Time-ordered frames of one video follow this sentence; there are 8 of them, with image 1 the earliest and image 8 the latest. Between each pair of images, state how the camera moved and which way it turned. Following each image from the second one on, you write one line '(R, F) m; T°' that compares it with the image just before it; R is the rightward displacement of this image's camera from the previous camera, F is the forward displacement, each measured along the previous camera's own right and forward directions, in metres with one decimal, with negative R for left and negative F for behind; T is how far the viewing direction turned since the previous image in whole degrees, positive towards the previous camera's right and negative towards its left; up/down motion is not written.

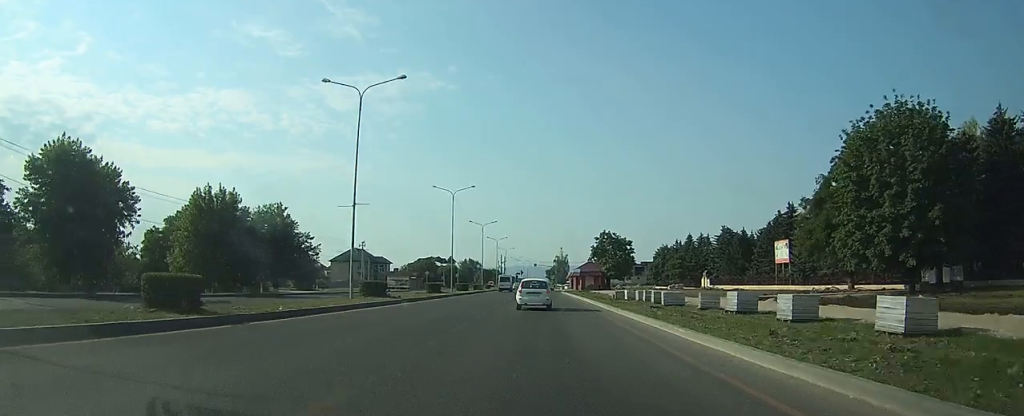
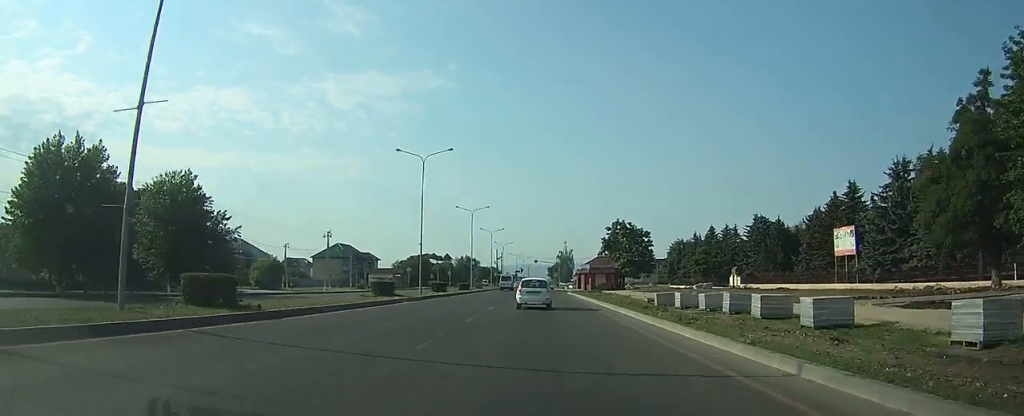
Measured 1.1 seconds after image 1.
(0.0, +18.5) m; 0°
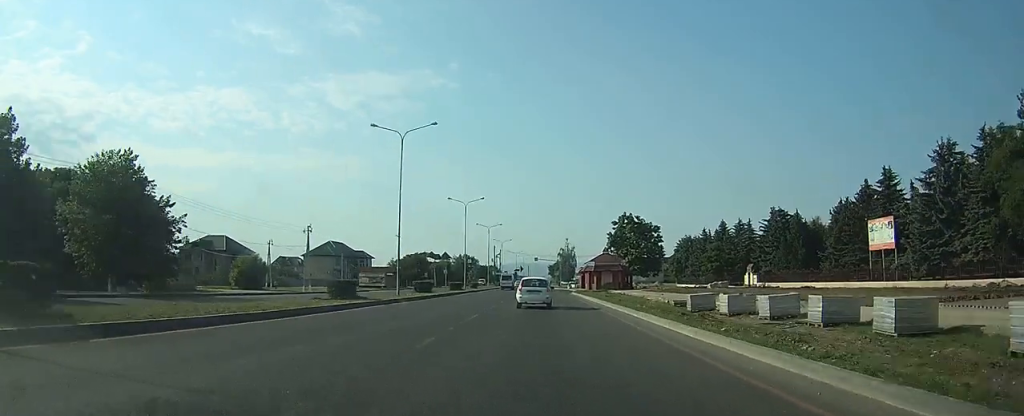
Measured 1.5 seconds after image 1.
(0.0, +7.9) m; 0°
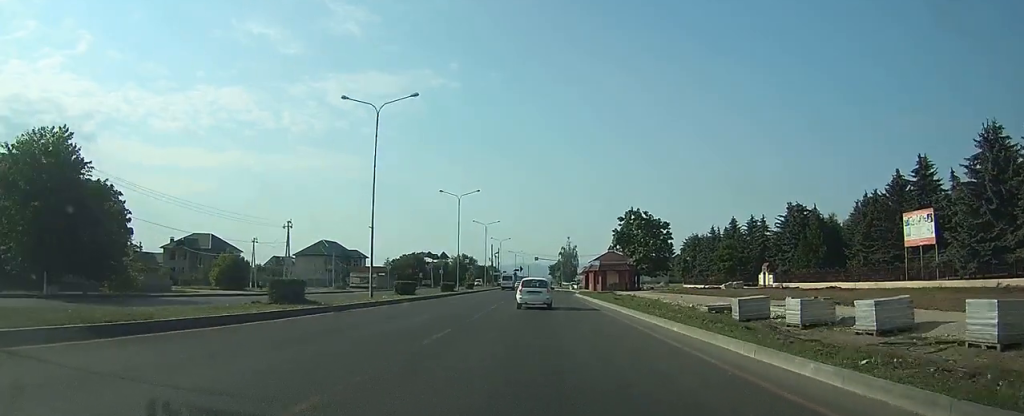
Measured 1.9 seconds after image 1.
(0.0, +6.8) m; 0°
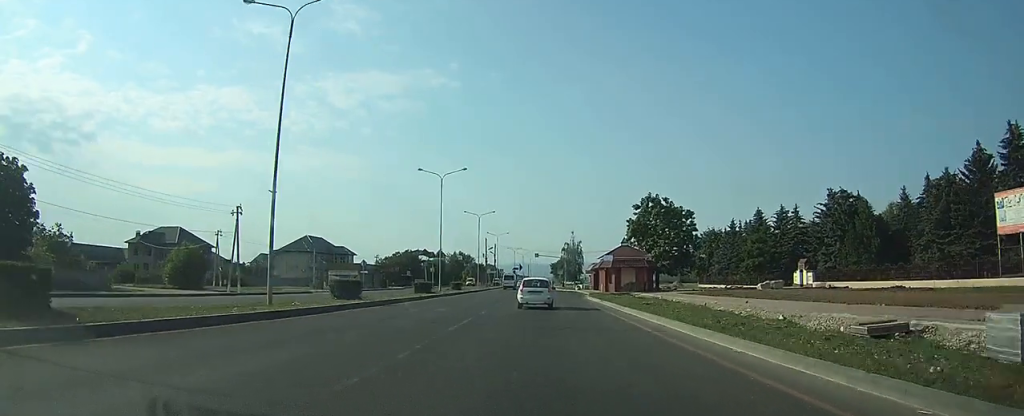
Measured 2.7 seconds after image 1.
(0.0, +13.4) m; 0°
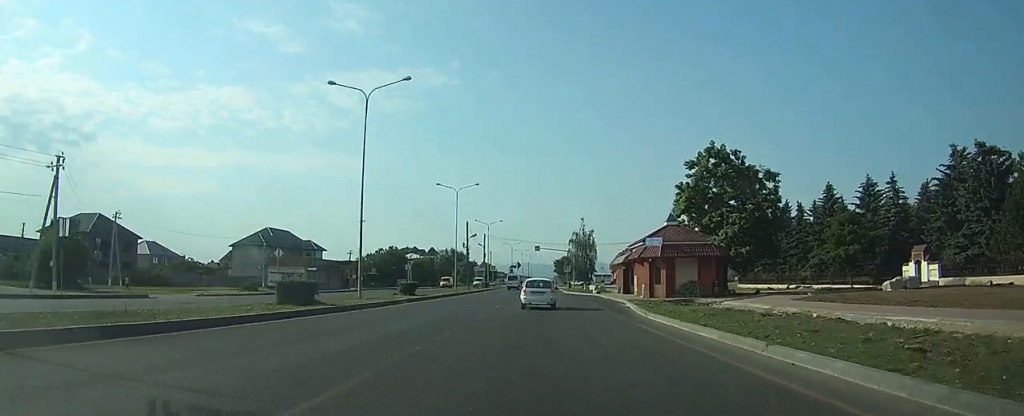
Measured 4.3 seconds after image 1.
(0.0, +26.3) m; 0°
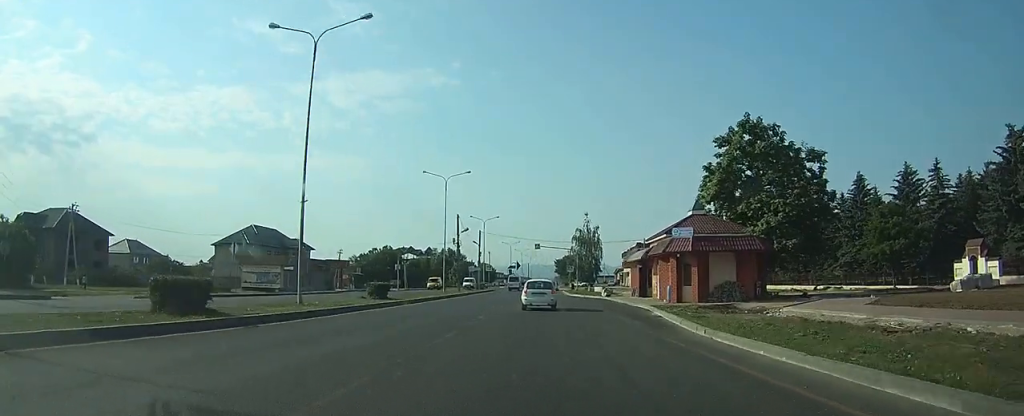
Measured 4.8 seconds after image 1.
(0.0, +8.1) m; 0°
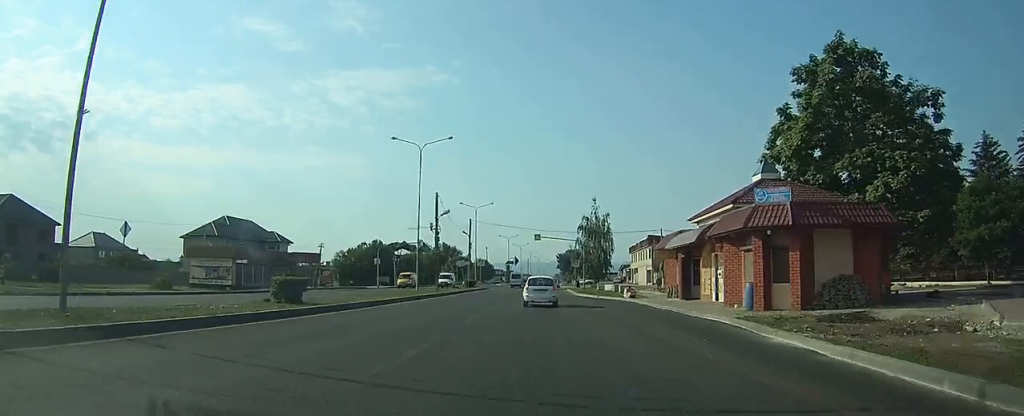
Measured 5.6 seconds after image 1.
(0.0, +12.9) m; 0°
